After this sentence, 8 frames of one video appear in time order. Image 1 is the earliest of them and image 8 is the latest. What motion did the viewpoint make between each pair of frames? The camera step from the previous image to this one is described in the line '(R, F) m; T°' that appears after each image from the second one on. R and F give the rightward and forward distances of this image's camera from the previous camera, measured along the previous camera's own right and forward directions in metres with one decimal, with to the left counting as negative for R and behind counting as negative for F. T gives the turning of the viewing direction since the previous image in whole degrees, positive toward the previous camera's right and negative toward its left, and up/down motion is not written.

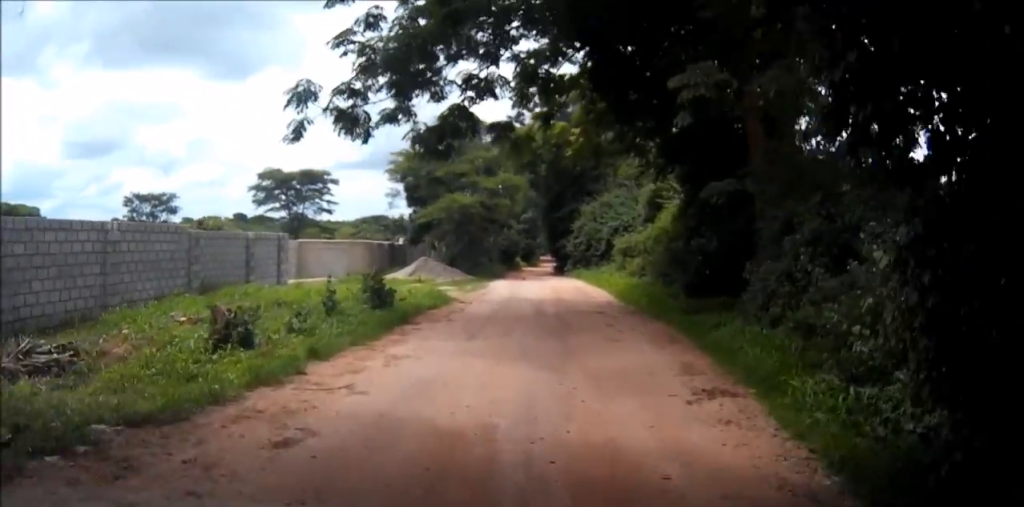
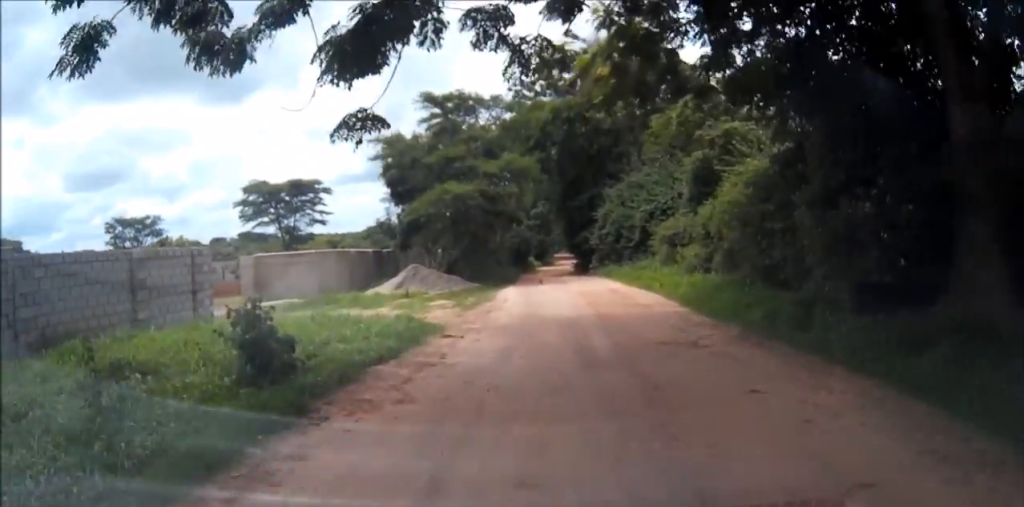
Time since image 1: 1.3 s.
(-0.2, +7.5) m; -1°
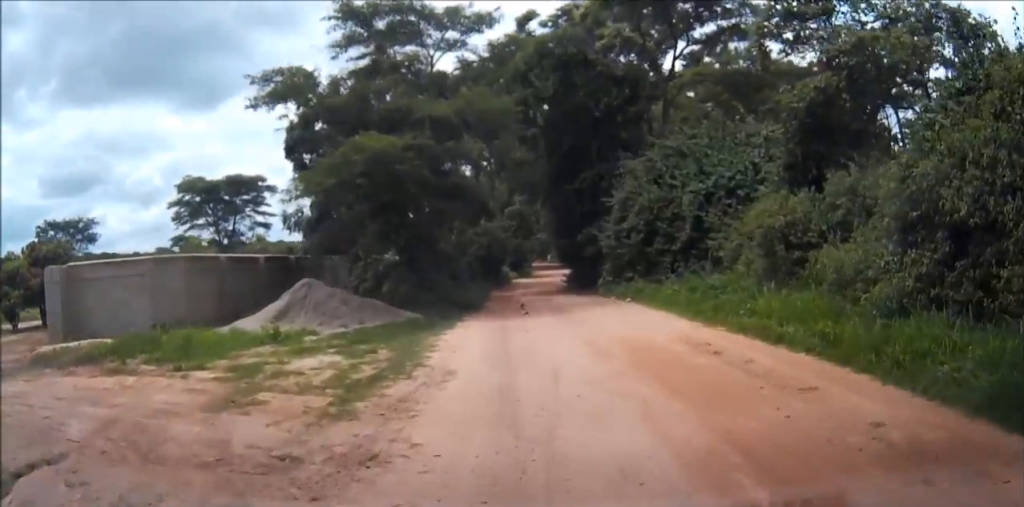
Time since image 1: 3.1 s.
(+0.2, +12.1) m; +2°
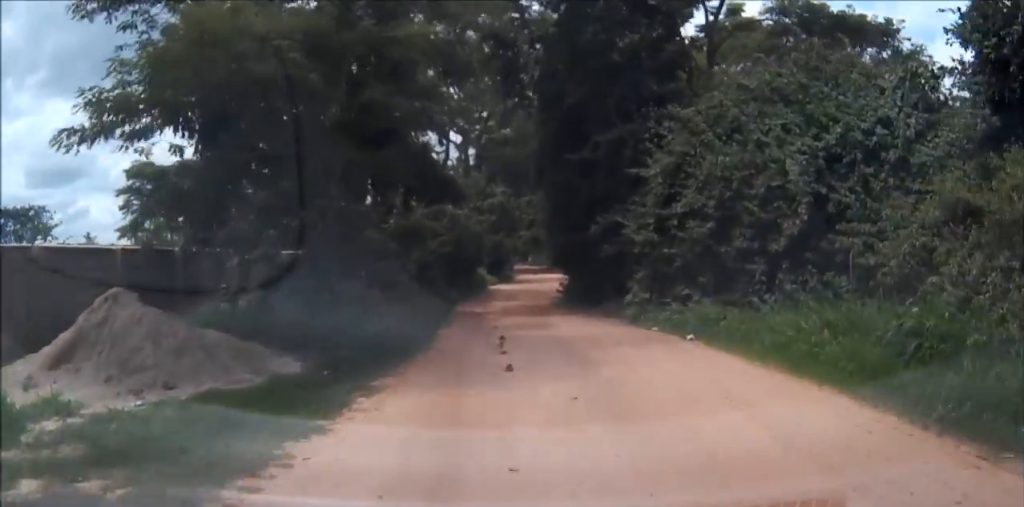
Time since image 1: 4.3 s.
(+0.1, +8.3) m; +1°
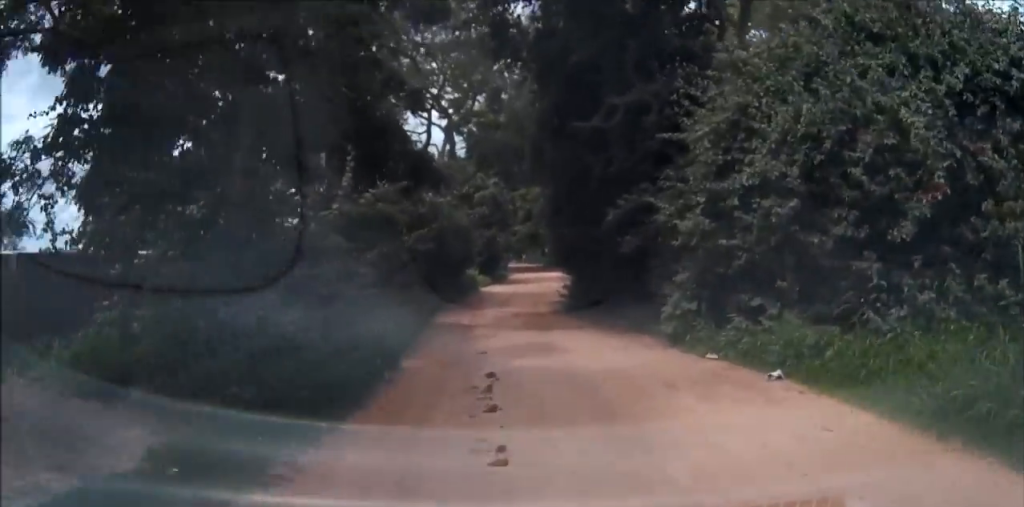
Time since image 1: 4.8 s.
(0.0, +4.1) m; 0°
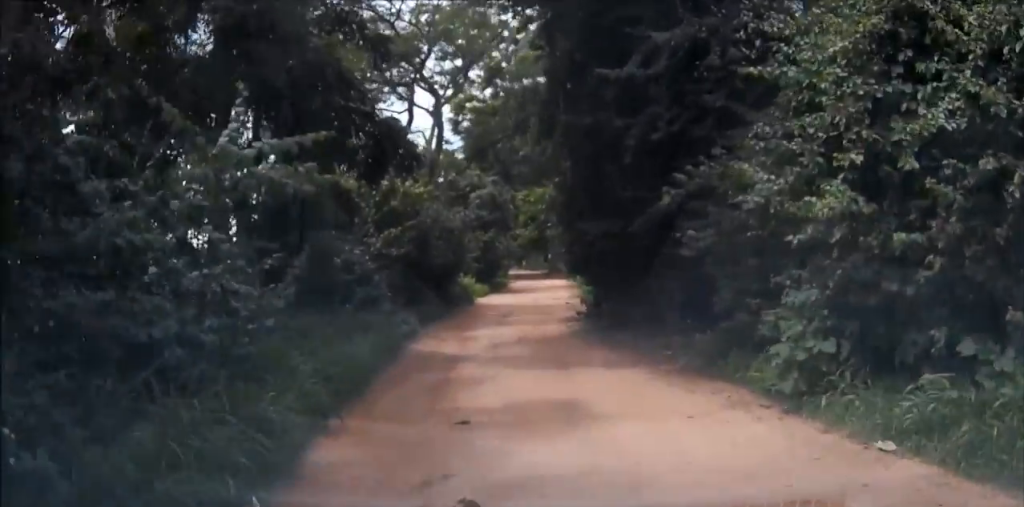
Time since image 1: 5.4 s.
(0.0, +4.7) m; 0°
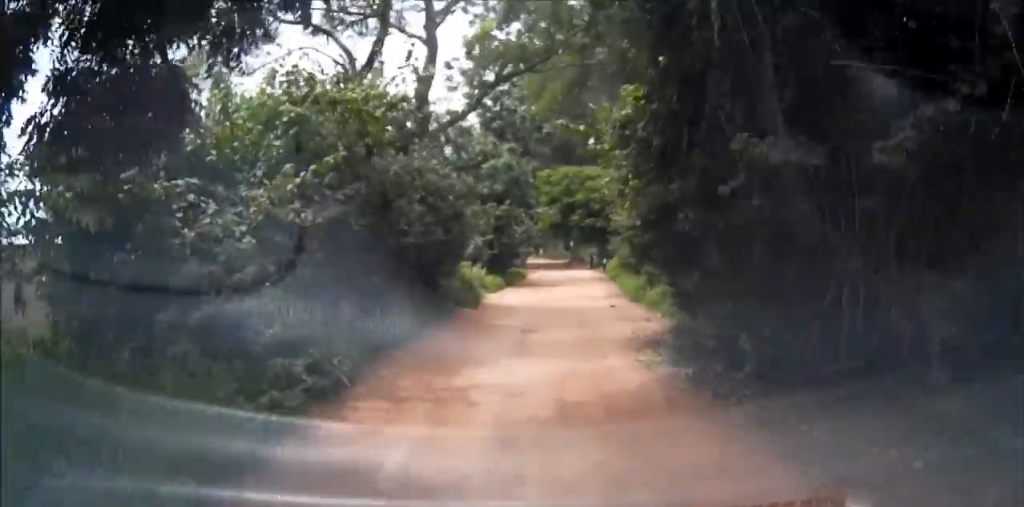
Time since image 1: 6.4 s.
(0.0, +8.0) m; +1°
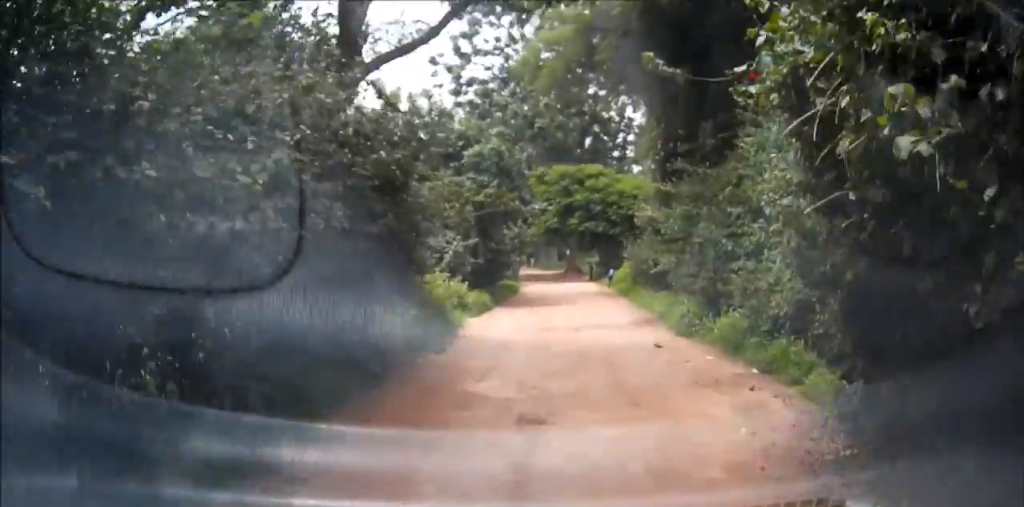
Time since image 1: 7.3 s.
(+0.1, +6.8) m; +1°
